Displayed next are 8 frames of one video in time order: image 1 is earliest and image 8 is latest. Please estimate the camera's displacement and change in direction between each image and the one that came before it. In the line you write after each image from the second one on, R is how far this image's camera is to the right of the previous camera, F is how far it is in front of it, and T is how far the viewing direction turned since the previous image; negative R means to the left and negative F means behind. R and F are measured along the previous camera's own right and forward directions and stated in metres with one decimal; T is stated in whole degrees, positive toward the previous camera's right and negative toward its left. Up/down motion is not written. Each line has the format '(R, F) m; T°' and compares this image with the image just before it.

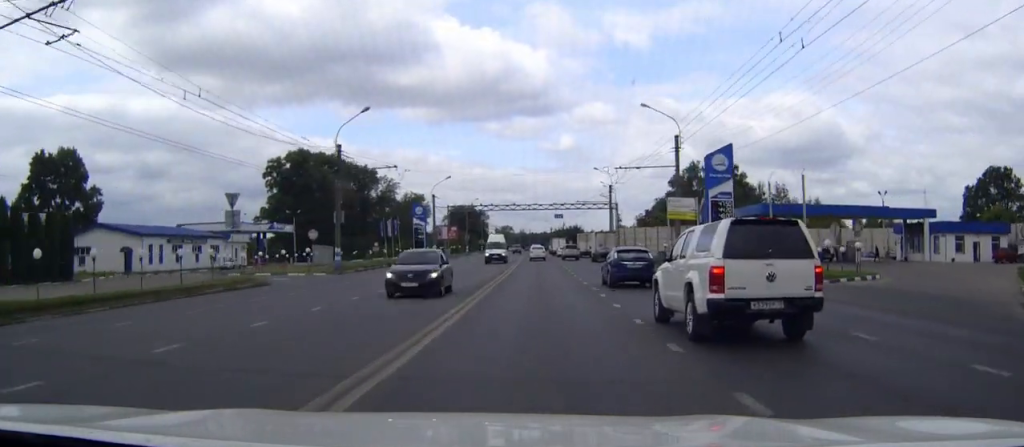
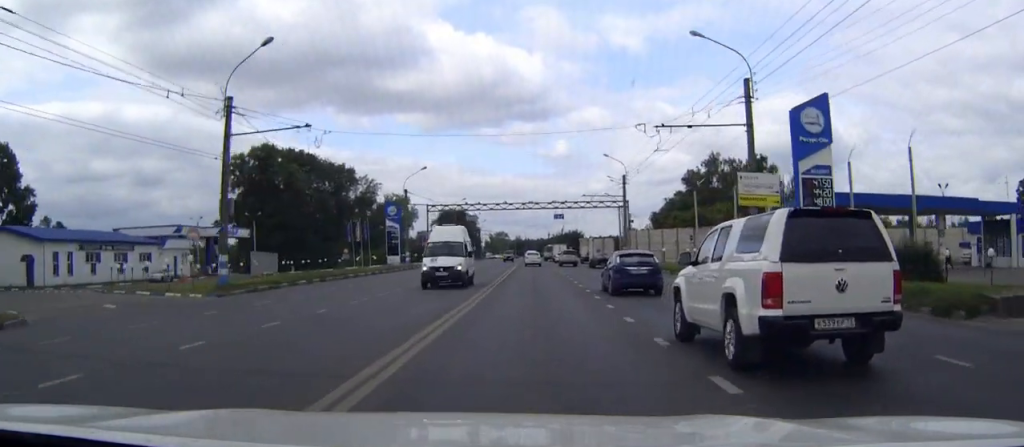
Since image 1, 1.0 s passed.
(+0.1, +18.9) m; 0°
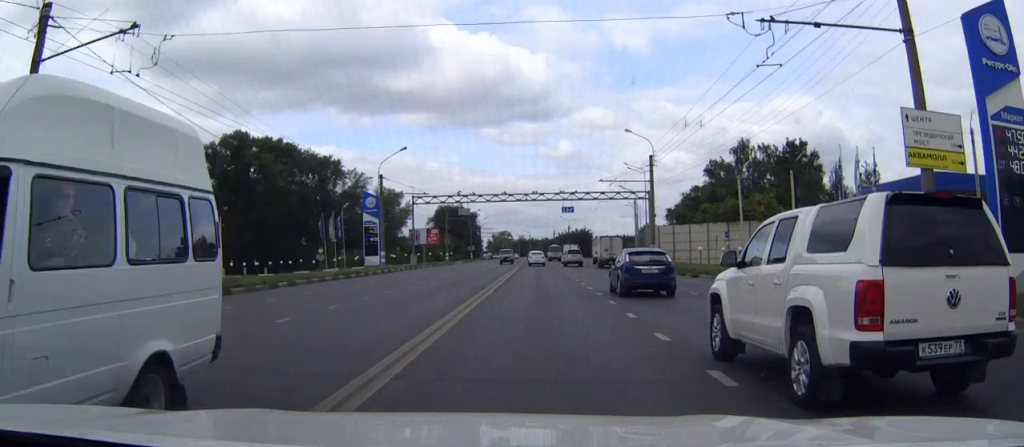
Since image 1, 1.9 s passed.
(0.0, +15.4) m; 0°
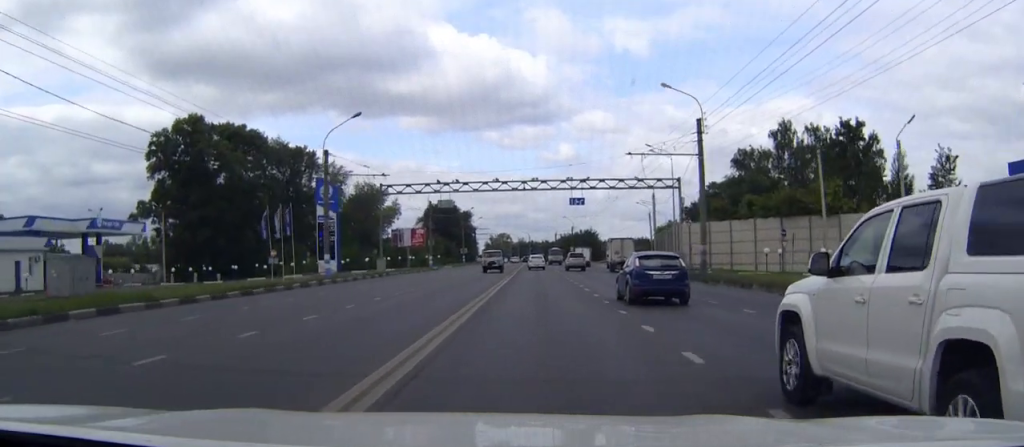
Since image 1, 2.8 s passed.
(-0.1, +18.1) m; 0°
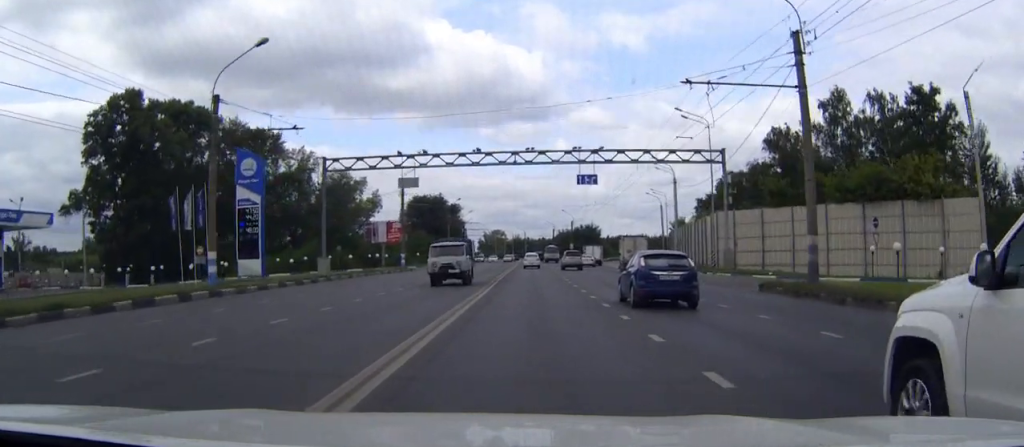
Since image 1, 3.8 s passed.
(0.0, +17.6) m; 0°
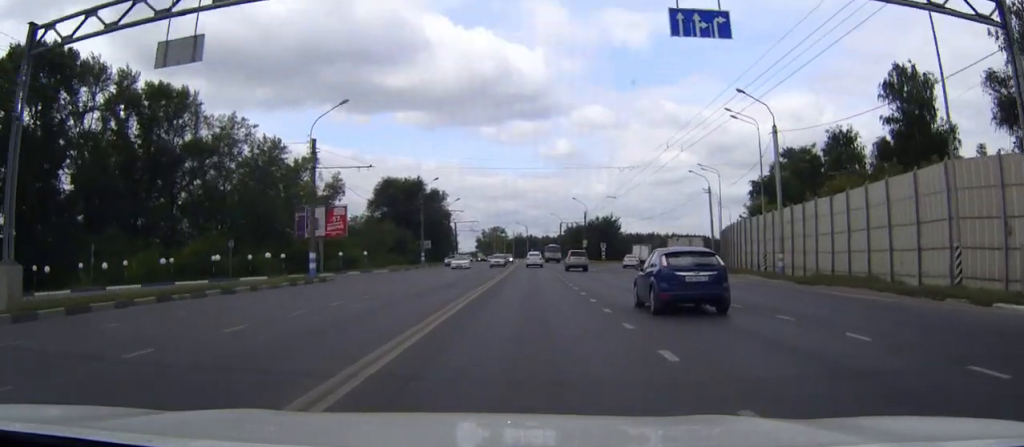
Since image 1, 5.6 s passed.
(+0.1, +34.1) m; 0°
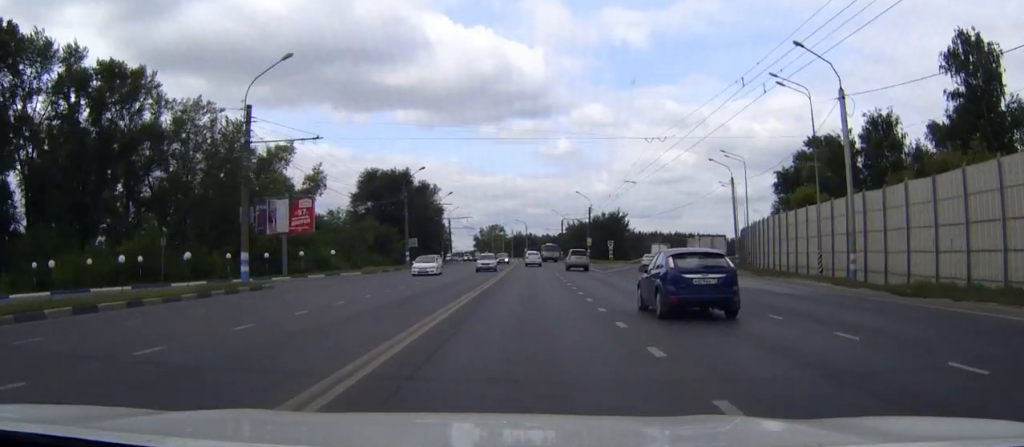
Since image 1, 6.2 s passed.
(0.0, +11.5) m; 0°
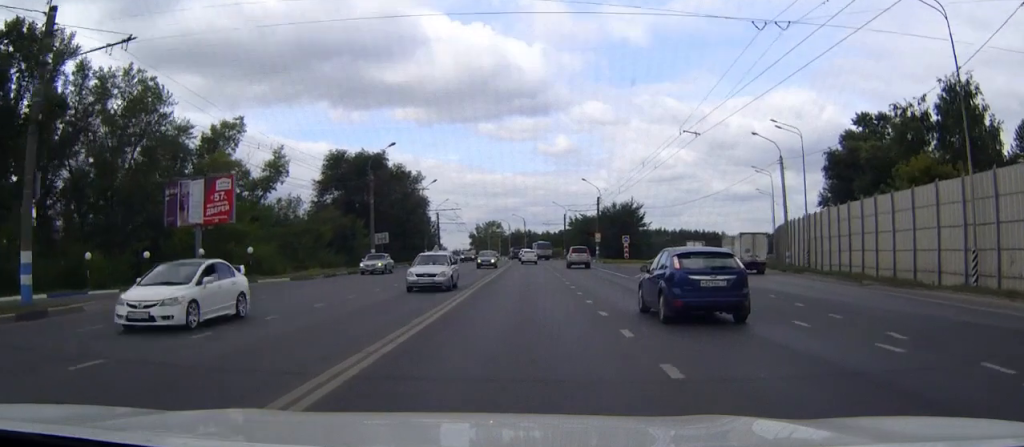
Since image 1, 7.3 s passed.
(0.0, +18.5) m; 0°
